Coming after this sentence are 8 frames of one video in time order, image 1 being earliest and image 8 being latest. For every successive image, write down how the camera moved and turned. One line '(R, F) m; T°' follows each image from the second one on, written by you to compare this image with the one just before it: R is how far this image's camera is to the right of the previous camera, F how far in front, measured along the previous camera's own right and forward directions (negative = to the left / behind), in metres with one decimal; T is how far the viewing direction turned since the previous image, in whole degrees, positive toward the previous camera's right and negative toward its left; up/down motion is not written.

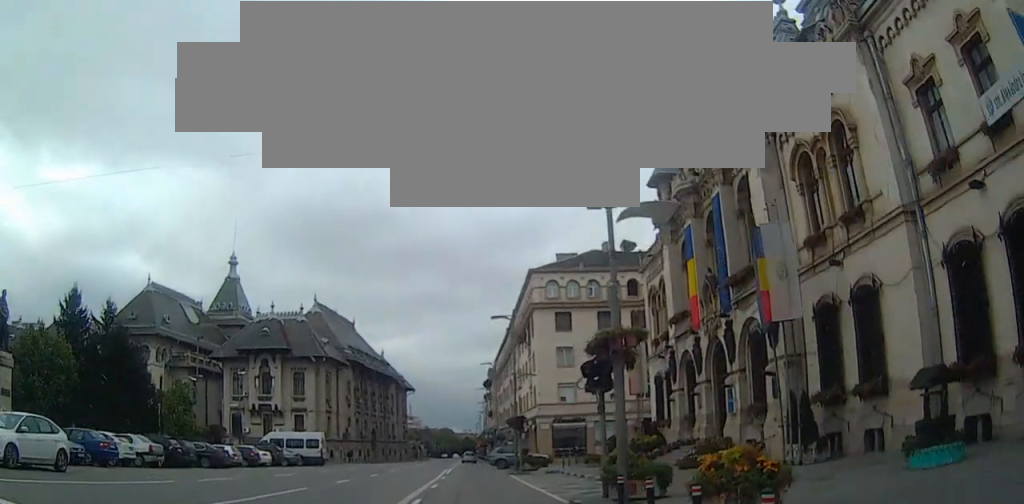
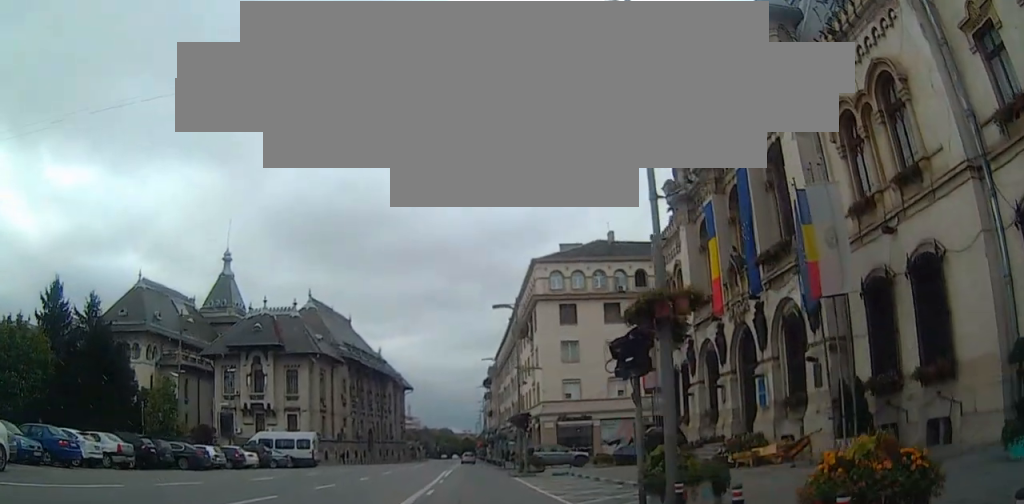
(0.0, +3.3) m; 0°
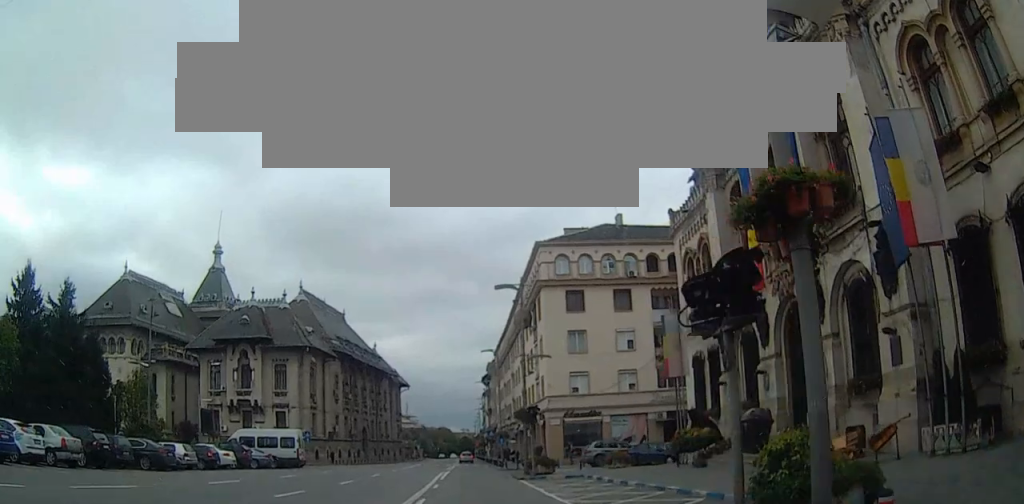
(+0.1, +4.4) m; +1°
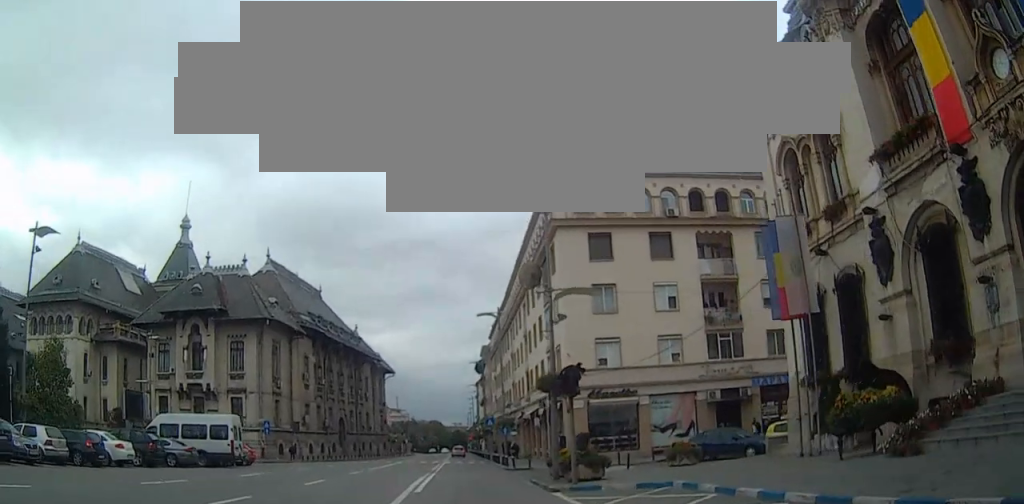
(-0.1, +12.2) m; 0°
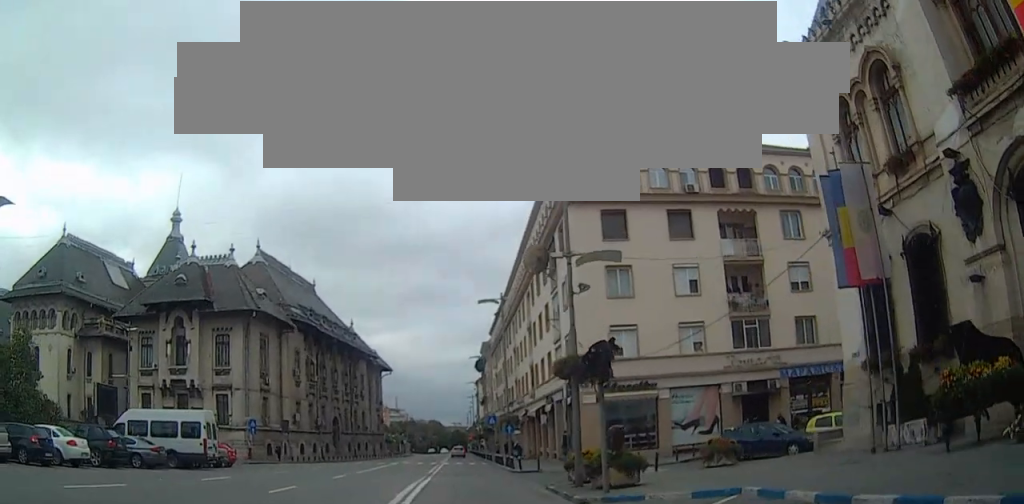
(0.0, +3.9) m; 0°
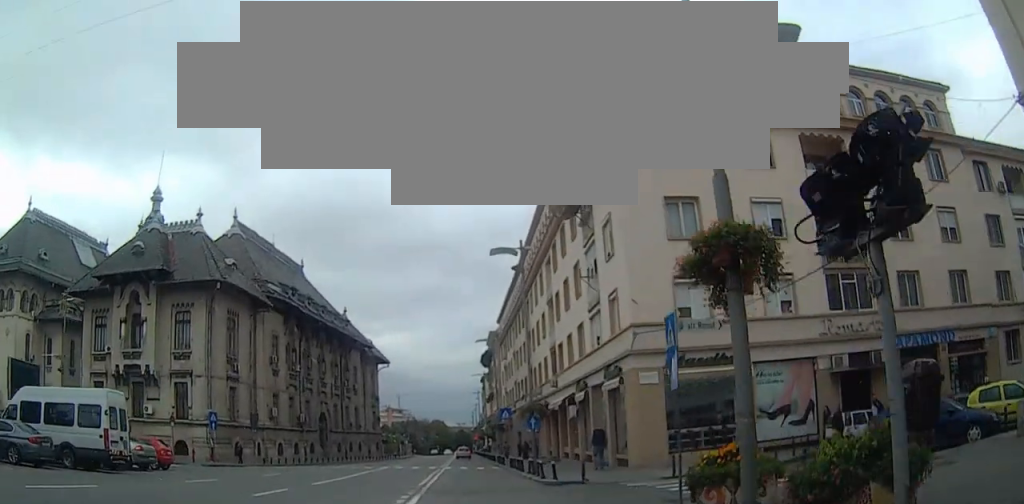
(0.0, +10.2) m; 0°
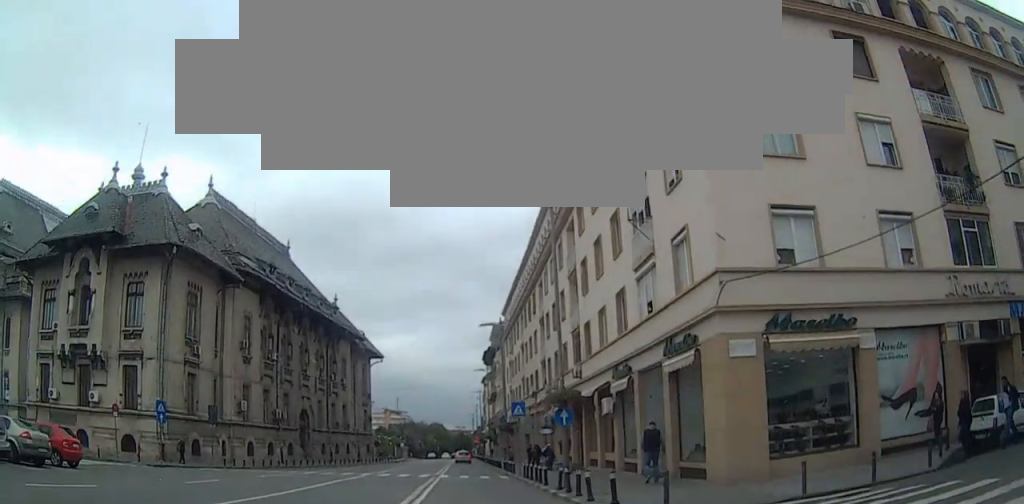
(0.0, +8.9) m; 0°
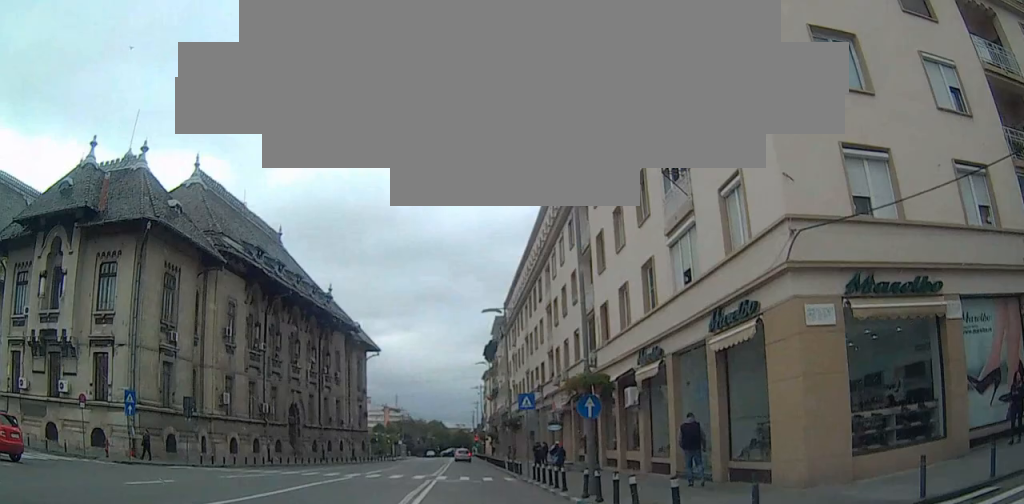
(0.0, +4.4) m; 0°
